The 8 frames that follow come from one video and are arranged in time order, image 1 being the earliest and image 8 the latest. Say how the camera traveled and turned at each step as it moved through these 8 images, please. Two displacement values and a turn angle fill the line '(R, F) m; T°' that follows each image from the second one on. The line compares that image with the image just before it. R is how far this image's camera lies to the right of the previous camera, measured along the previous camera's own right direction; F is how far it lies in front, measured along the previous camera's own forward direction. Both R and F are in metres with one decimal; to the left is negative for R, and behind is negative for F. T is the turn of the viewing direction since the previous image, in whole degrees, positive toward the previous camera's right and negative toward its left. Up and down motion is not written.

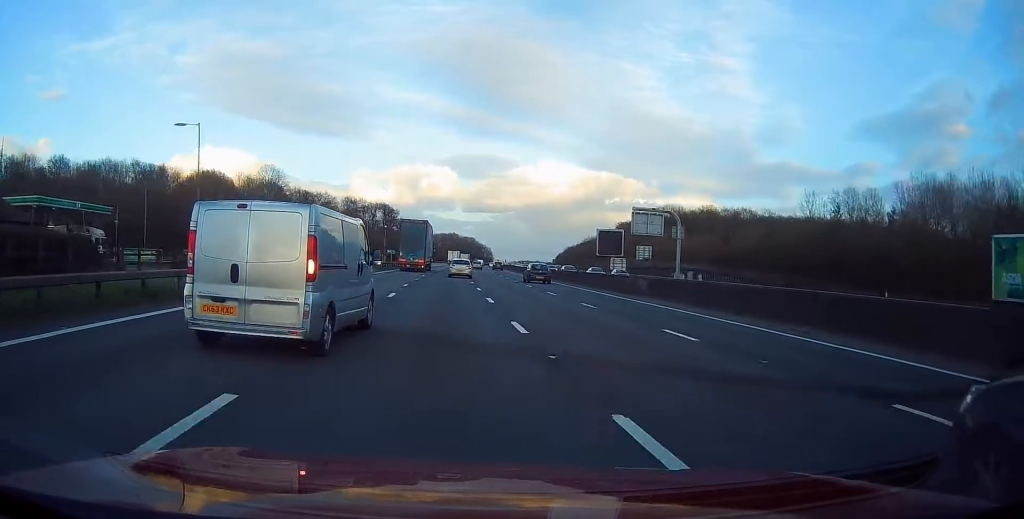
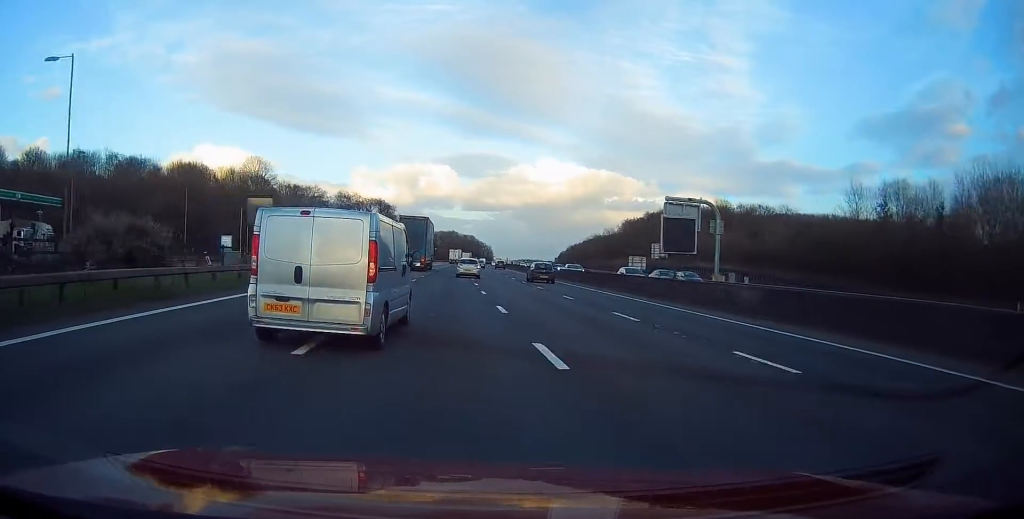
(0.0, +13.4) m; 0°
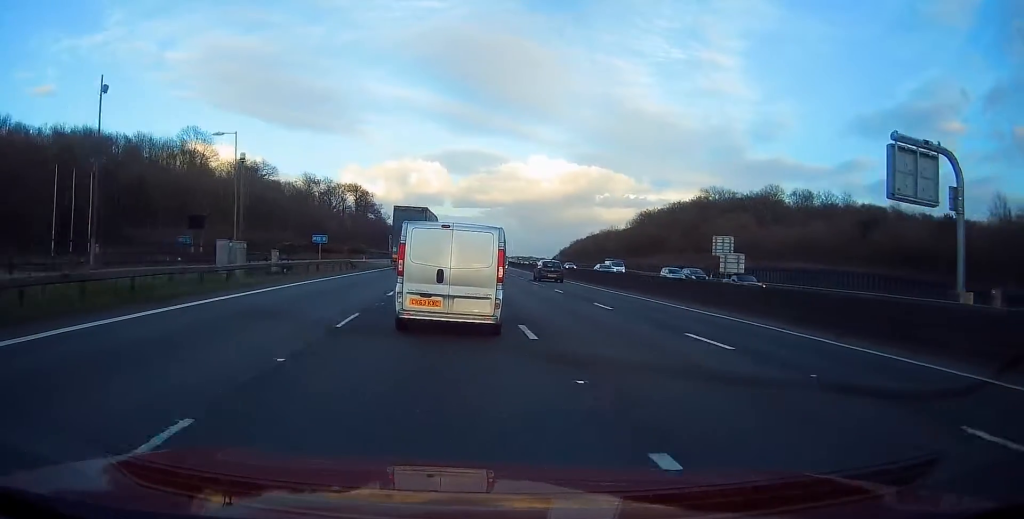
(0.0, +41.7) m; +1°
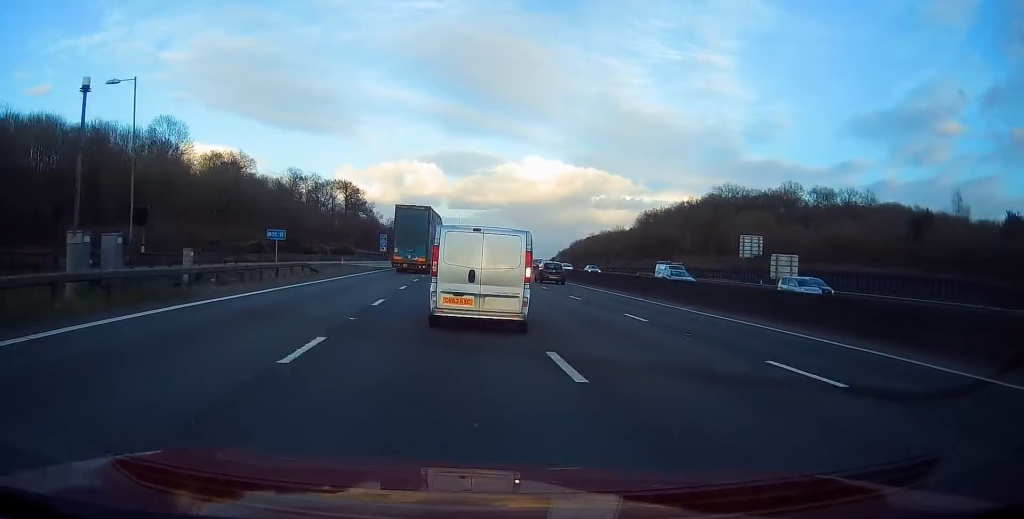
(+0.1, +13.0) m; 0°
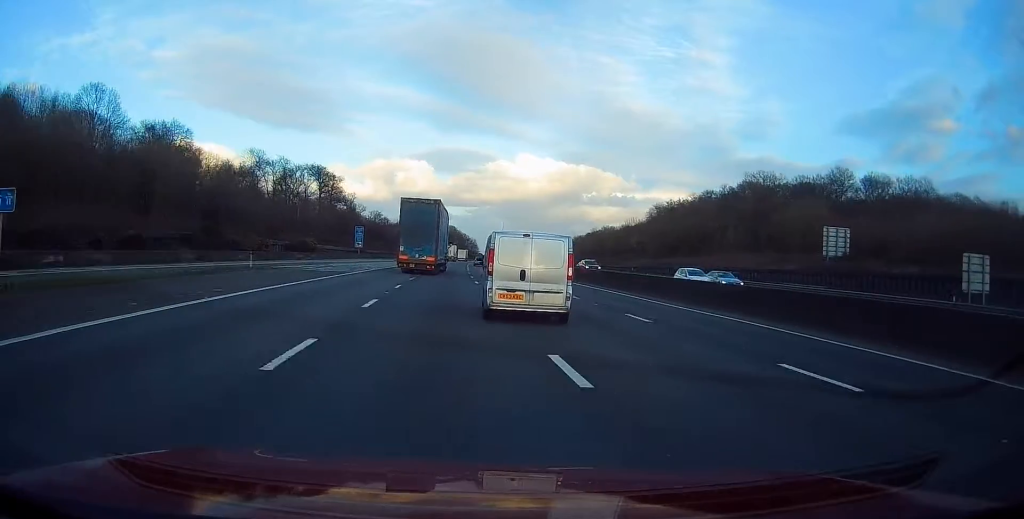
(+0.2, +27.4) m; 0°
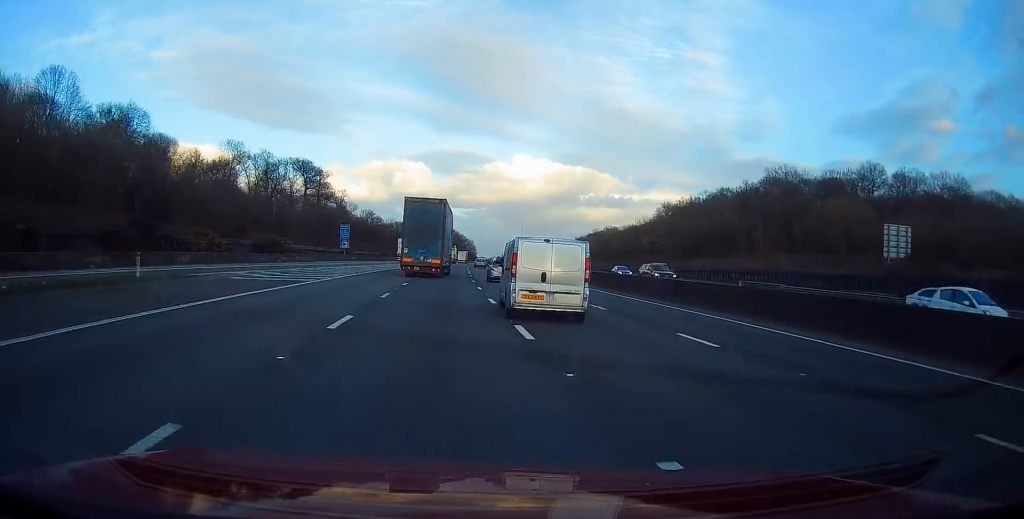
(-0.3, +13.4) m; +1°
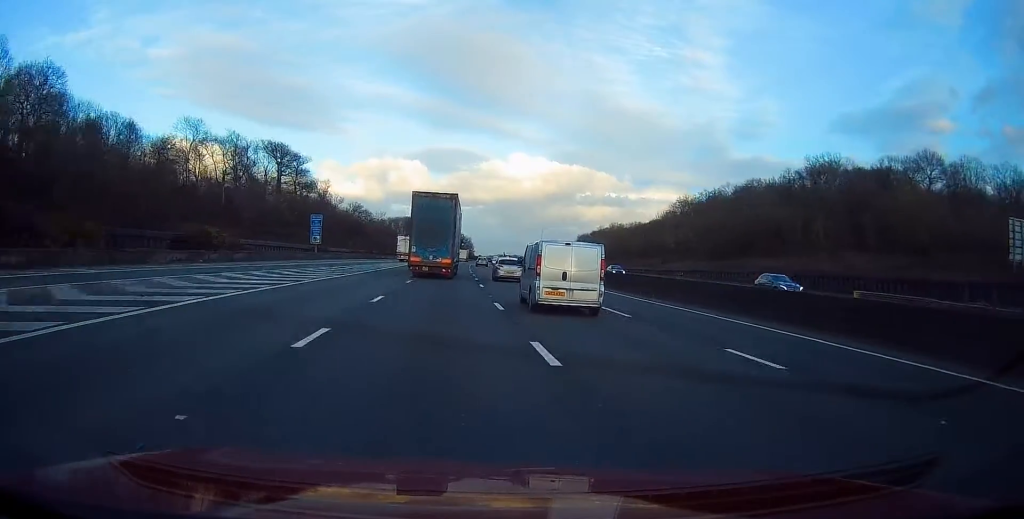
(+0.2, +20.7) m; +1°
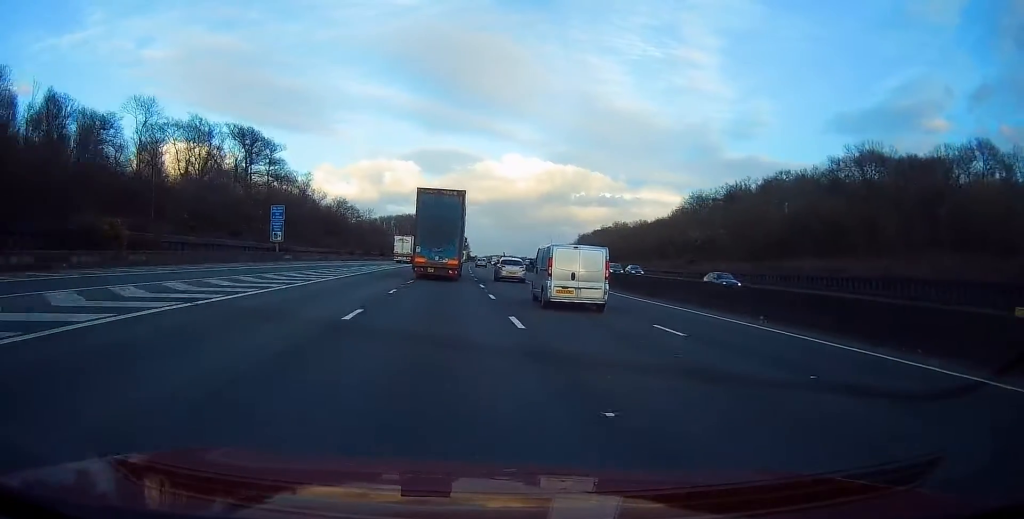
(+0.5, +17.7) m; +1°
